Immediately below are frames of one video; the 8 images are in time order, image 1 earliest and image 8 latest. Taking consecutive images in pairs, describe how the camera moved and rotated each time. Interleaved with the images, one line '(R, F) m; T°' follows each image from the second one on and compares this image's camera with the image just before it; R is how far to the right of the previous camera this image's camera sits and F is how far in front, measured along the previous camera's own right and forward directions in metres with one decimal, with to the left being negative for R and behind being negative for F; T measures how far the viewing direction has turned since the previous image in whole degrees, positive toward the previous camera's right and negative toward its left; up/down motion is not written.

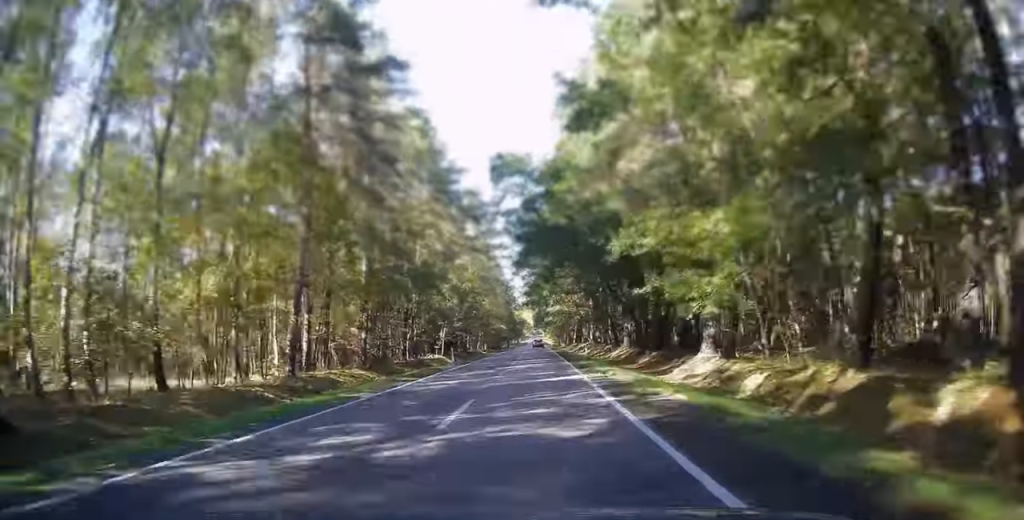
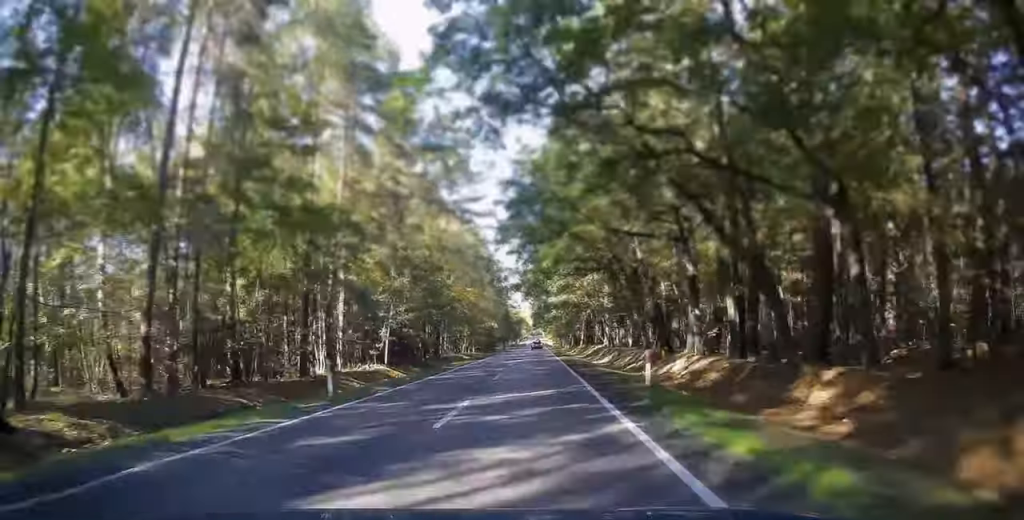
(0.0, +23.4) m; 0°
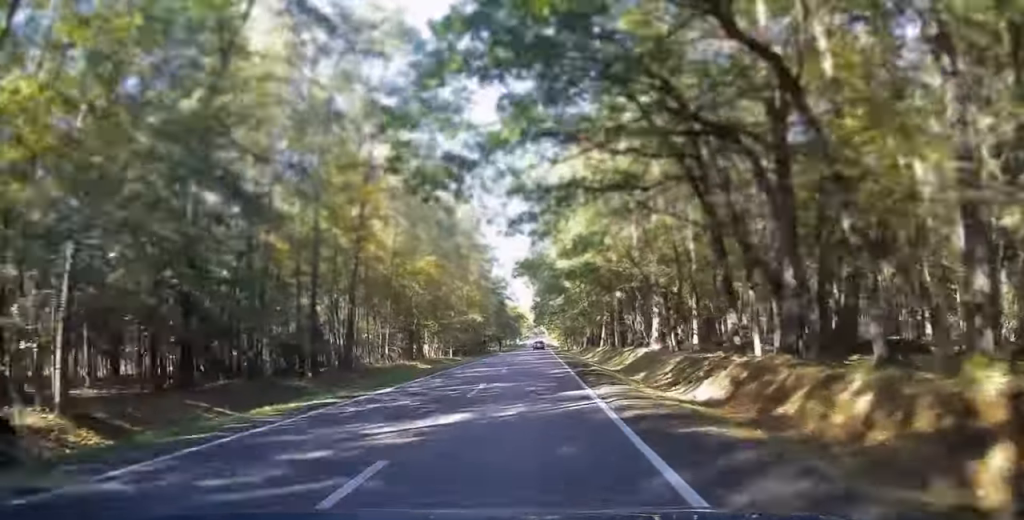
(+0.3, +30.8) m; 0°
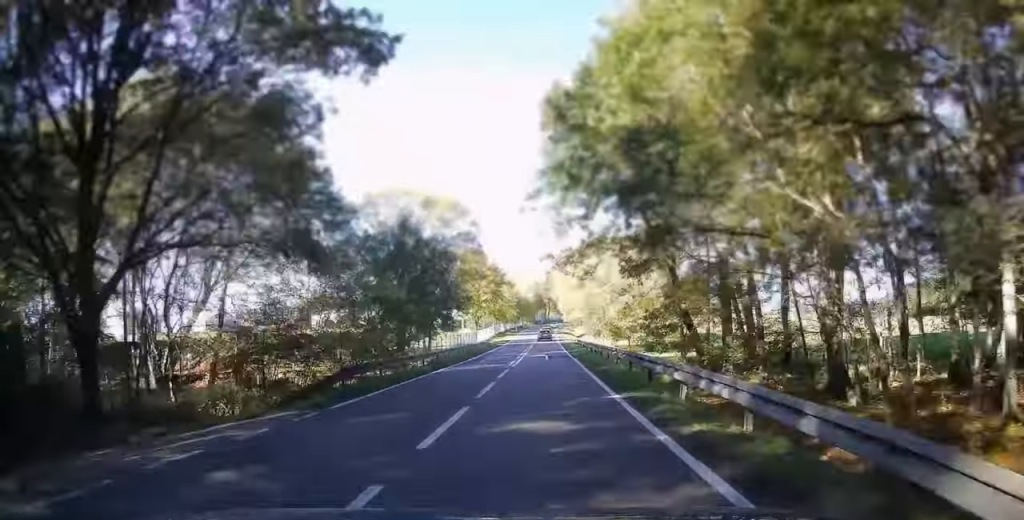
(-1.4, +155.8) m; -1°
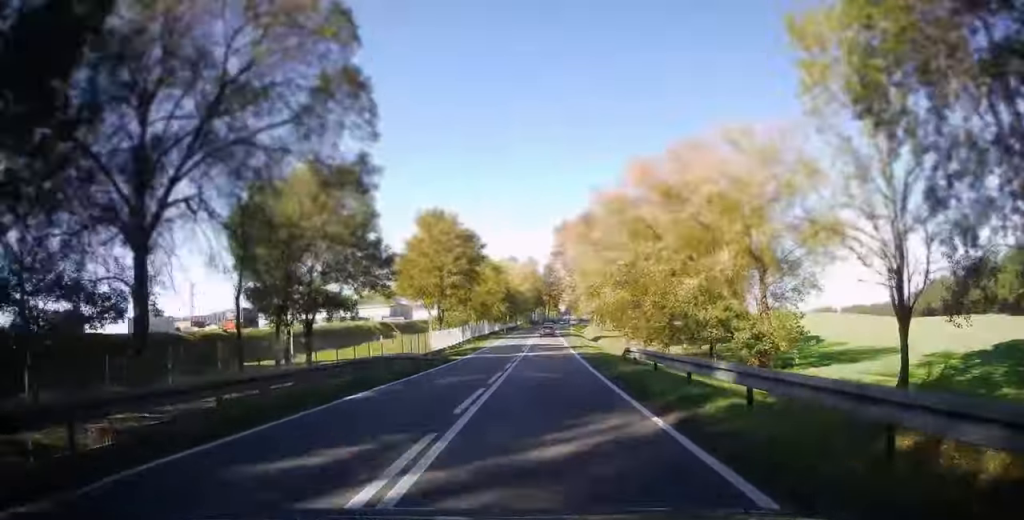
(-0.1, +35.4) m; 0°
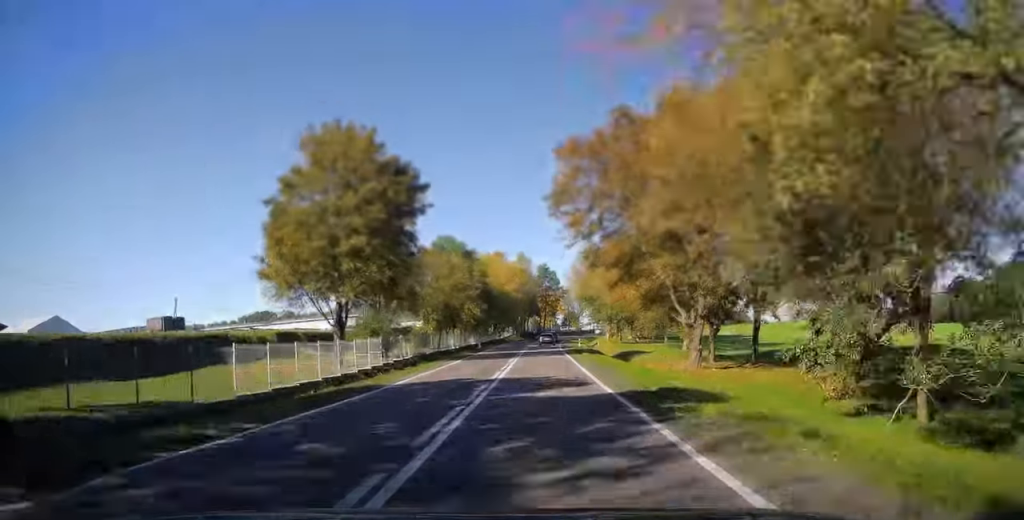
(-0.3, +32.5) m; 0°
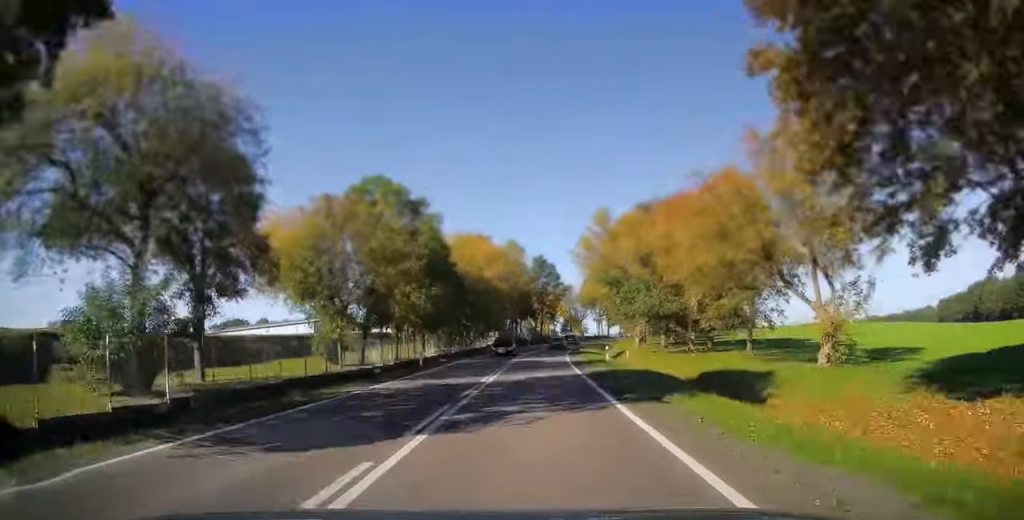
(+0.3, +29.3) m; +1°
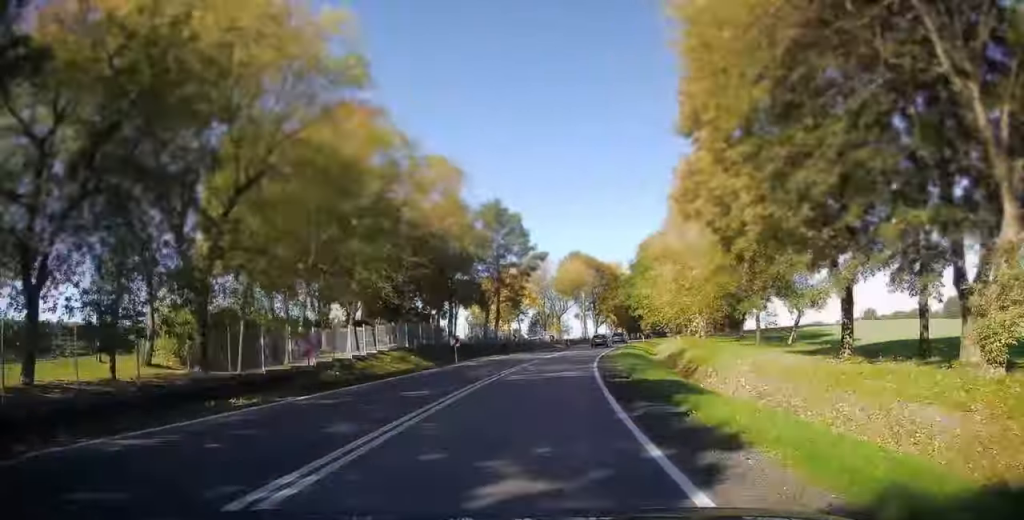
(+0.9, +54.4) m; +4°
